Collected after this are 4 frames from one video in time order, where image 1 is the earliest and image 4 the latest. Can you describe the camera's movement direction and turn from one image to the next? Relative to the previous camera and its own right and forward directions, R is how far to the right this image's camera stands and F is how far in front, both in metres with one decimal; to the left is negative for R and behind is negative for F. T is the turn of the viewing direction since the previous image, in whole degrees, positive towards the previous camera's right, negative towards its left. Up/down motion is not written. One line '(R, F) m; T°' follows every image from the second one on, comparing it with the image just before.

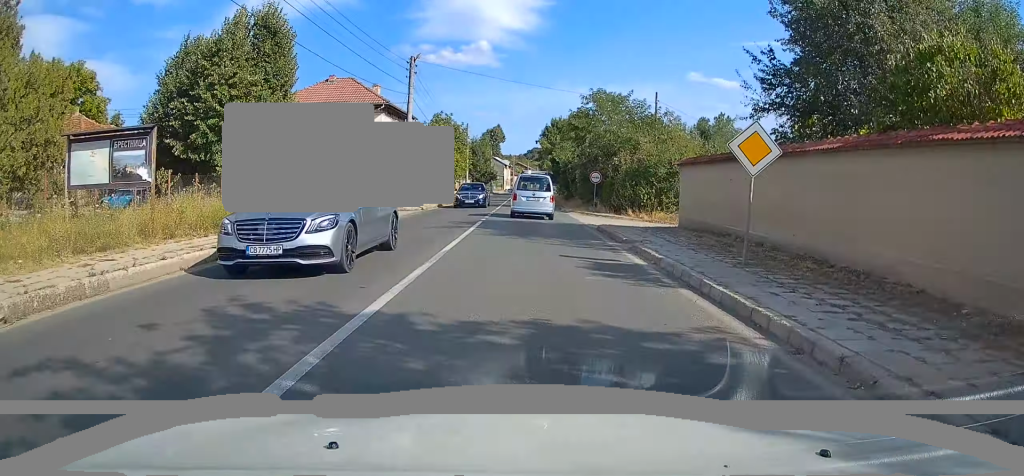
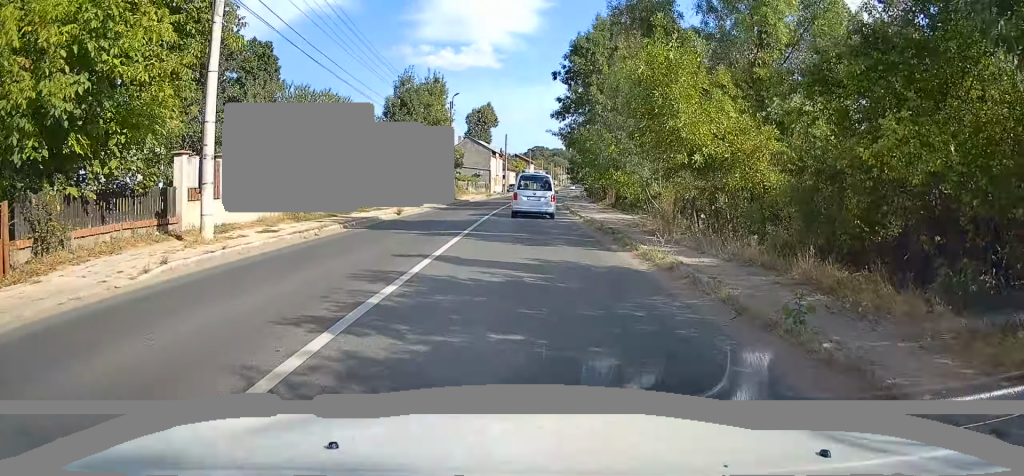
(-0.3, +60.7) m; 0°
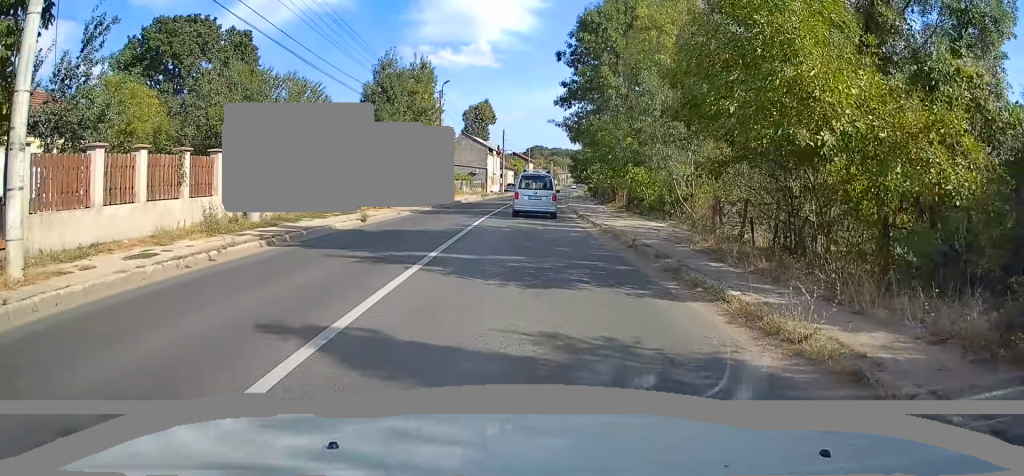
(0.0, +5.9) m; 0°
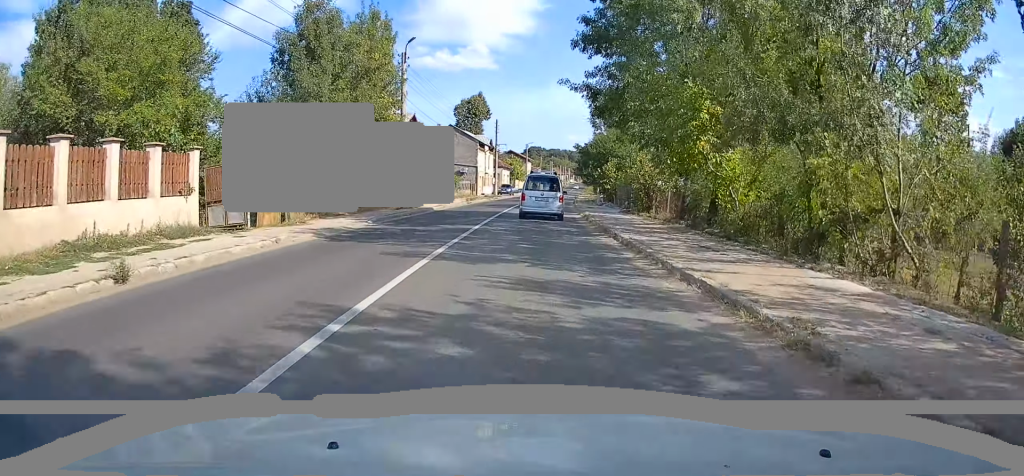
(-0.2, +13.5) m; +1°
